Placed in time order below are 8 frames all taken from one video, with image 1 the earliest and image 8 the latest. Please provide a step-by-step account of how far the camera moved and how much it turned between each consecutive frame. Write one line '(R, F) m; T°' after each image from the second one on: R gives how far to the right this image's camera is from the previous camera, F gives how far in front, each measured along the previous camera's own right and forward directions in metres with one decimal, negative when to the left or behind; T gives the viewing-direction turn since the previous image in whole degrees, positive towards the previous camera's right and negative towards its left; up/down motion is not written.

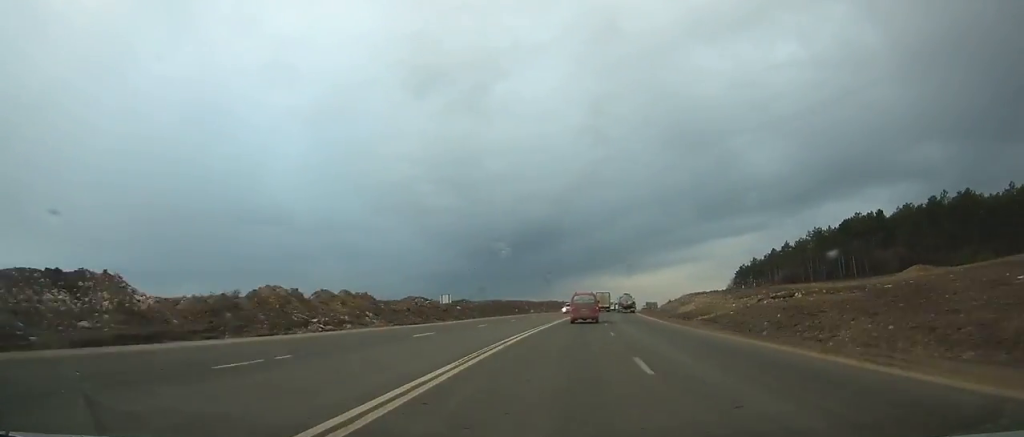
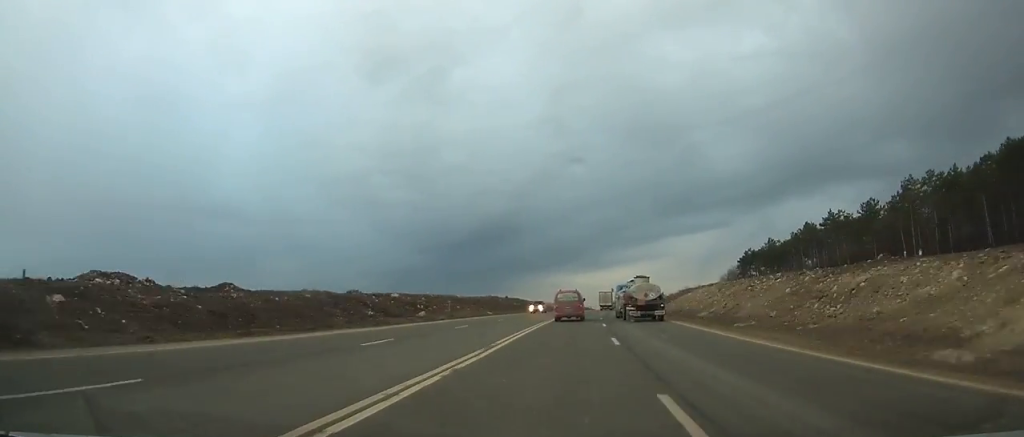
(+2.1, +63.1) m; +3°
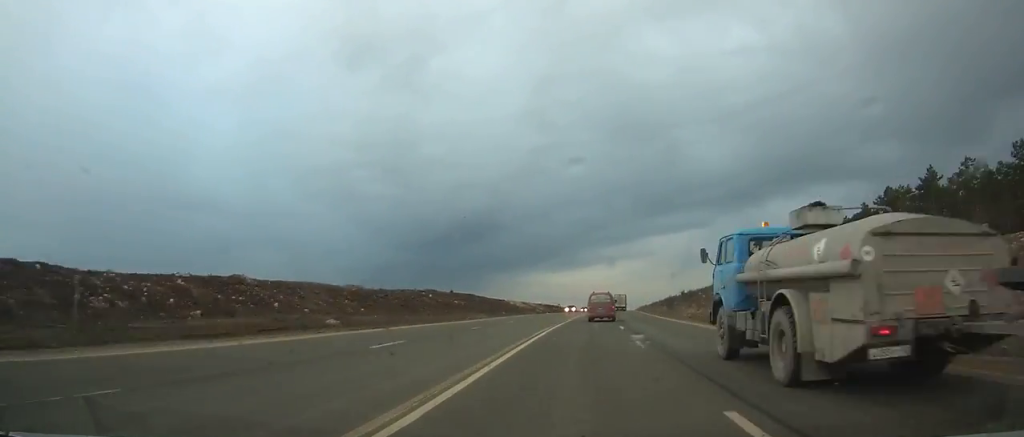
(+0.8, +49.6) m; +2°
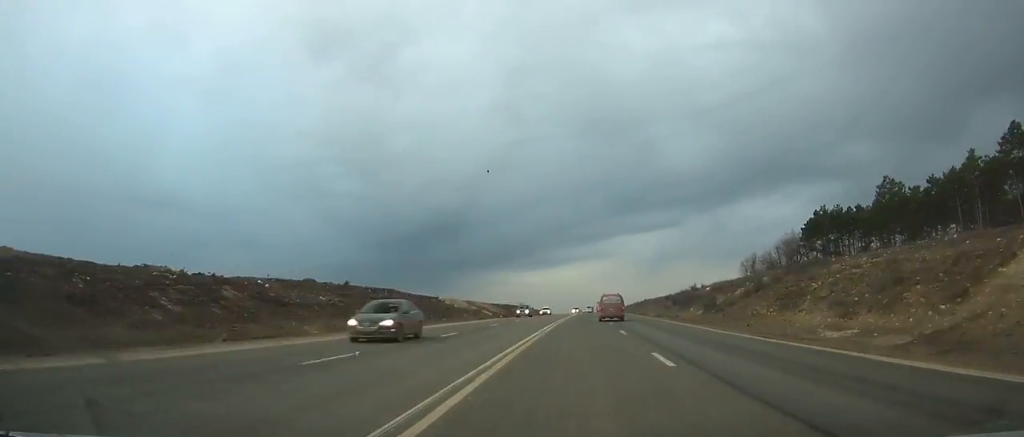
(+0.7, +40.6) m; +2°
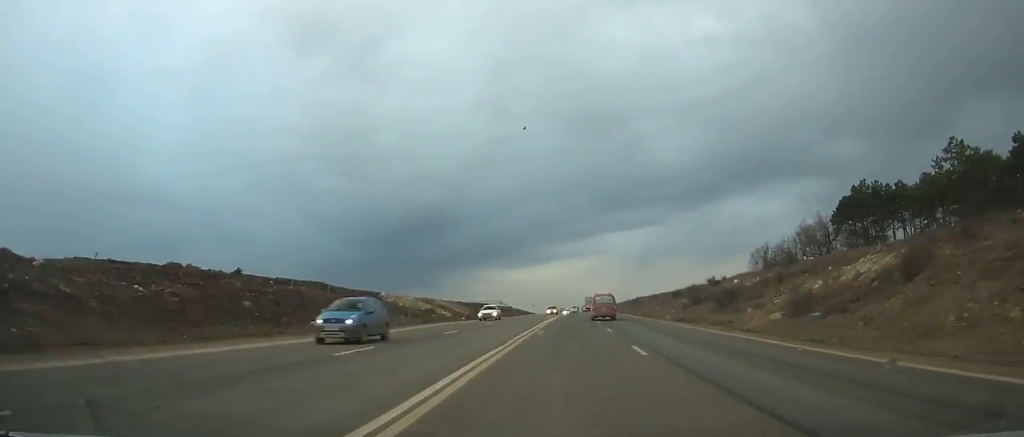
(+0.6, +22.9) m; +1°
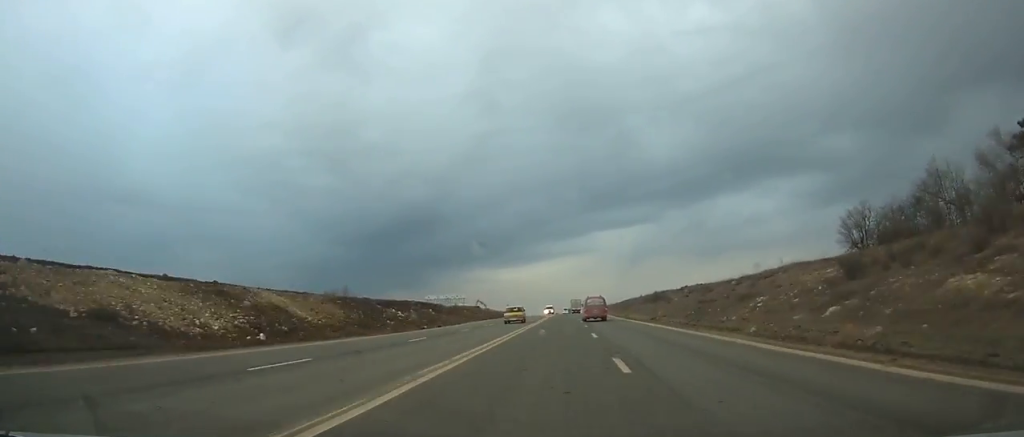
(+0.7, +52.6) m; +1°
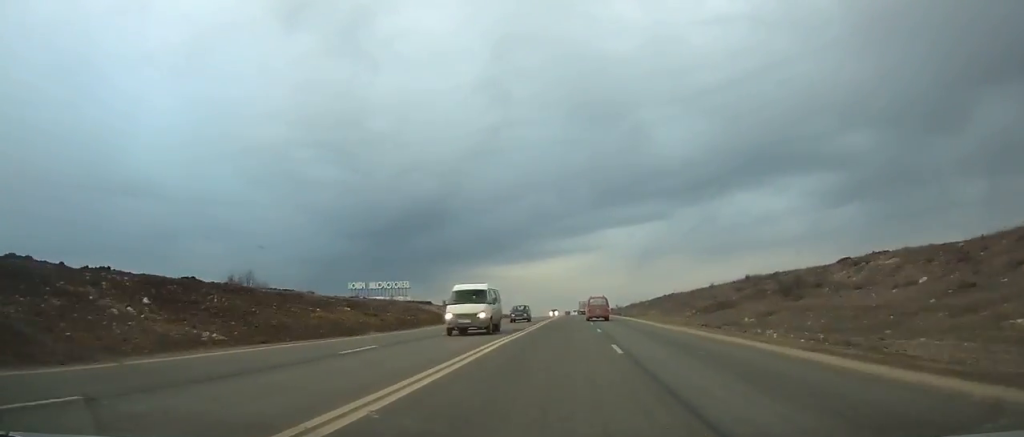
(-0.1, +59.9) m; 0°
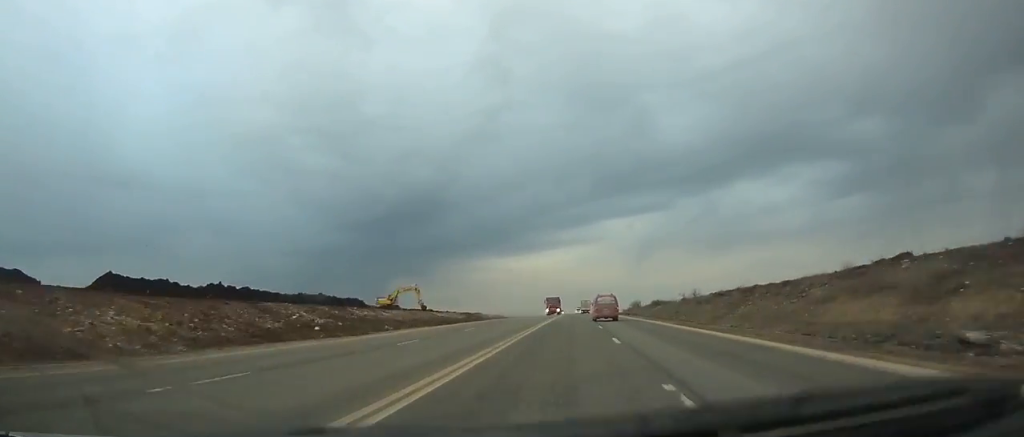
(+0.2, +95.9) m; +1°
